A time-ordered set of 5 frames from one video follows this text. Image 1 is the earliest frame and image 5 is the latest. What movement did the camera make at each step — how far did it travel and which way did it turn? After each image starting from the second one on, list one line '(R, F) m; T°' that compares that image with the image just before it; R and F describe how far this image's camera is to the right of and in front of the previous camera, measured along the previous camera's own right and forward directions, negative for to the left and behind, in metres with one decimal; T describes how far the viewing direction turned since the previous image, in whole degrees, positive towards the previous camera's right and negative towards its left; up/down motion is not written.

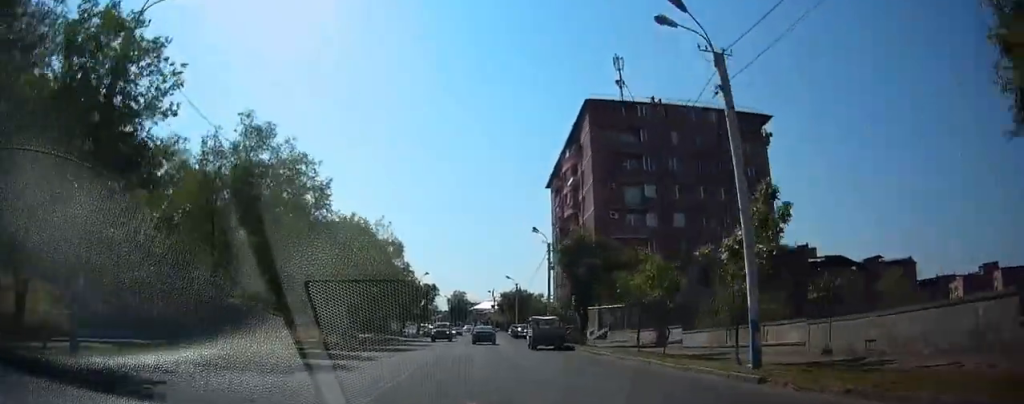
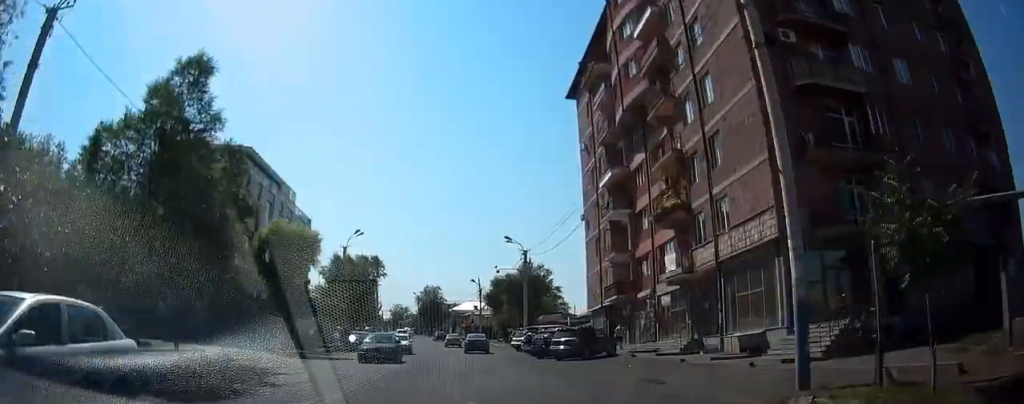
(+0.9, +49.2) m; +2°
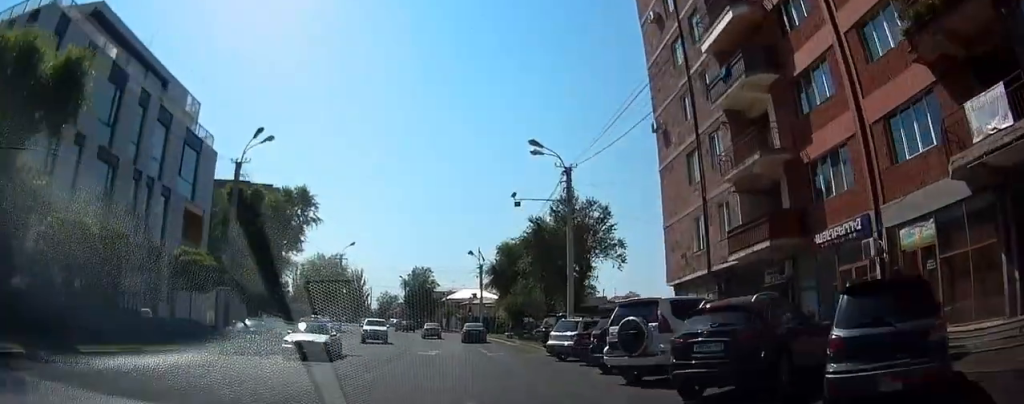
(-0.3, +21.6) m; -3°
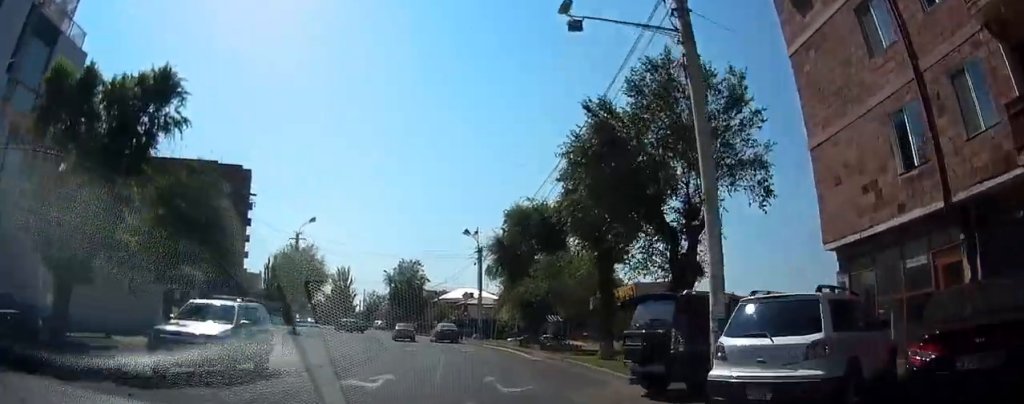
(-0.3, +15.0) m; +2°
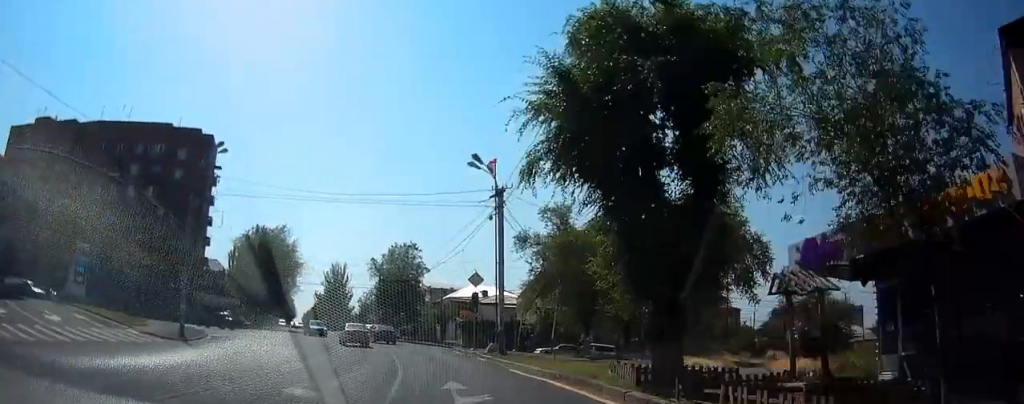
(+0.8, +22.4) m; 0°
